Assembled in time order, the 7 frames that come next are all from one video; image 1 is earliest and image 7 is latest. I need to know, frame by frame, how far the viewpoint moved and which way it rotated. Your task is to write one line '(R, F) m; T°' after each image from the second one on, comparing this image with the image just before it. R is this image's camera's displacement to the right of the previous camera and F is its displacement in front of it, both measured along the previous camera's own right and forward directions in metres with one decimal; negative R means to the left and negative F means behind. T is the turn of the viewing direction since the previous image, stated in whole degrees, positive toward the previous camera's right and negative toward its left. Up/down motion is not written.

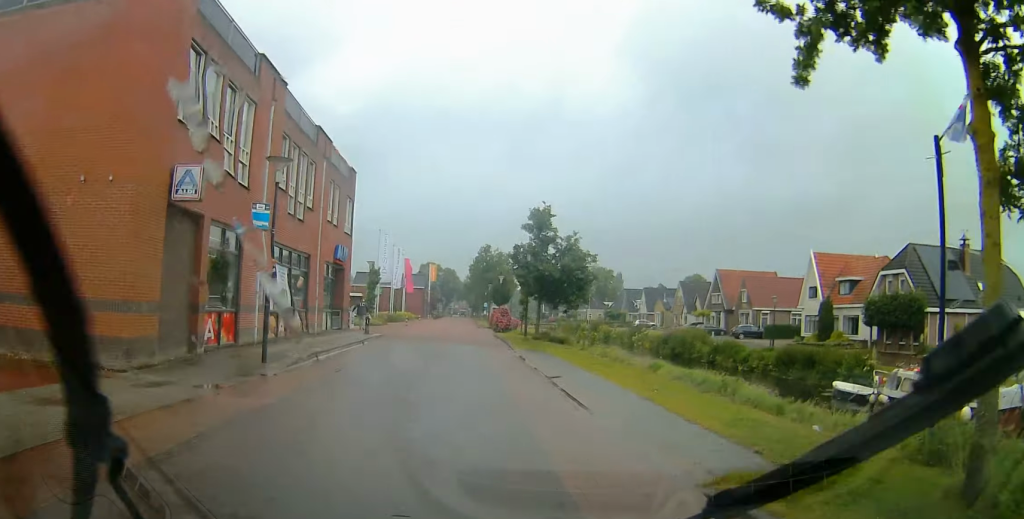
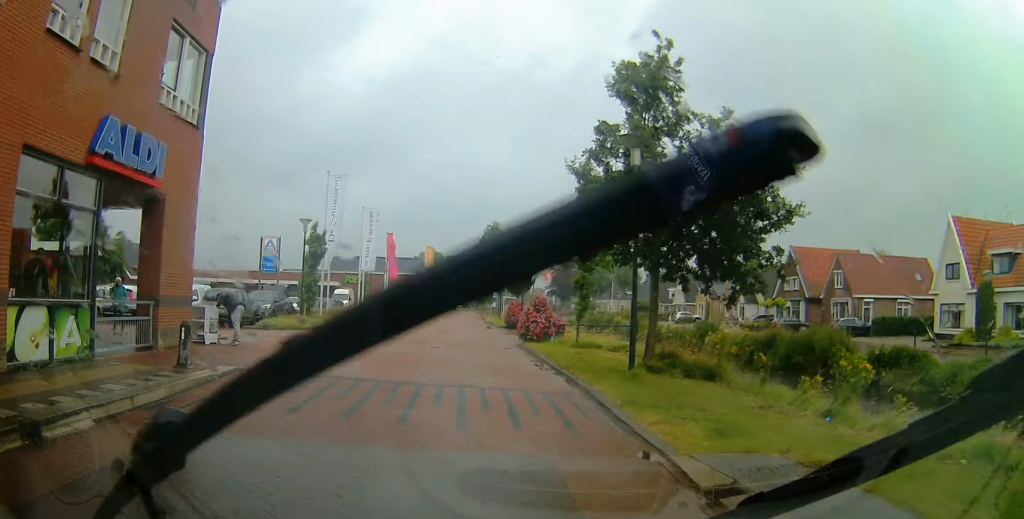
(-0.8, +21.9) m; -3°
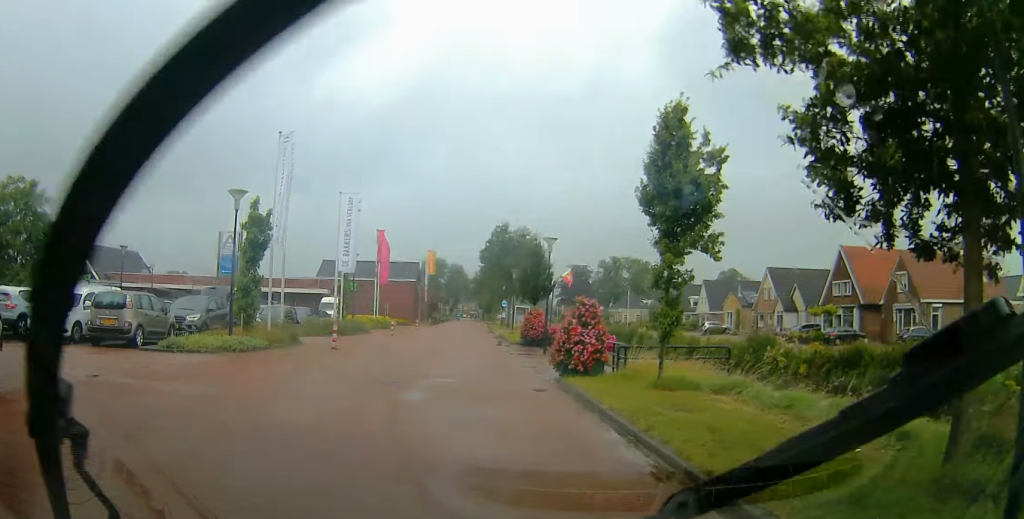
(+0.7, +11.2) m; +8°
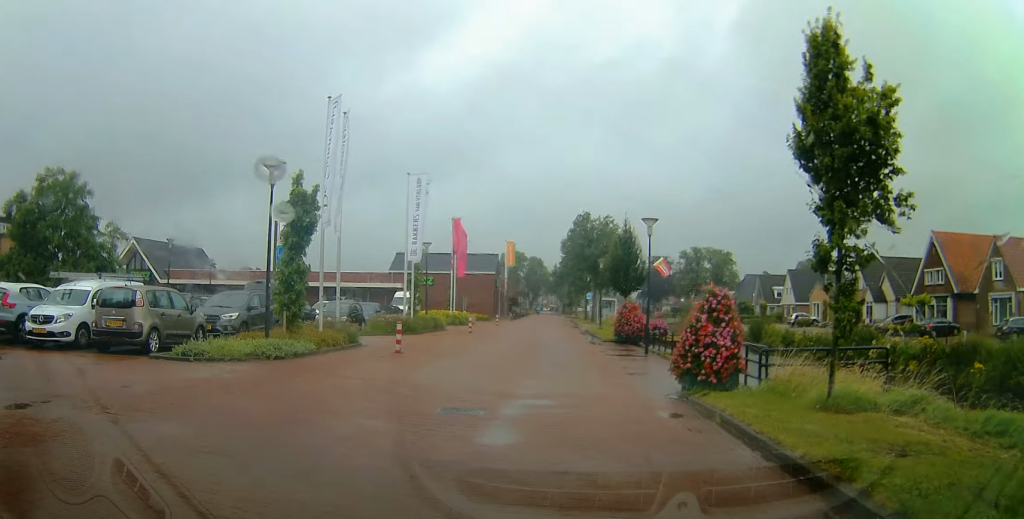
(+0.1, +4.8) m; -10°
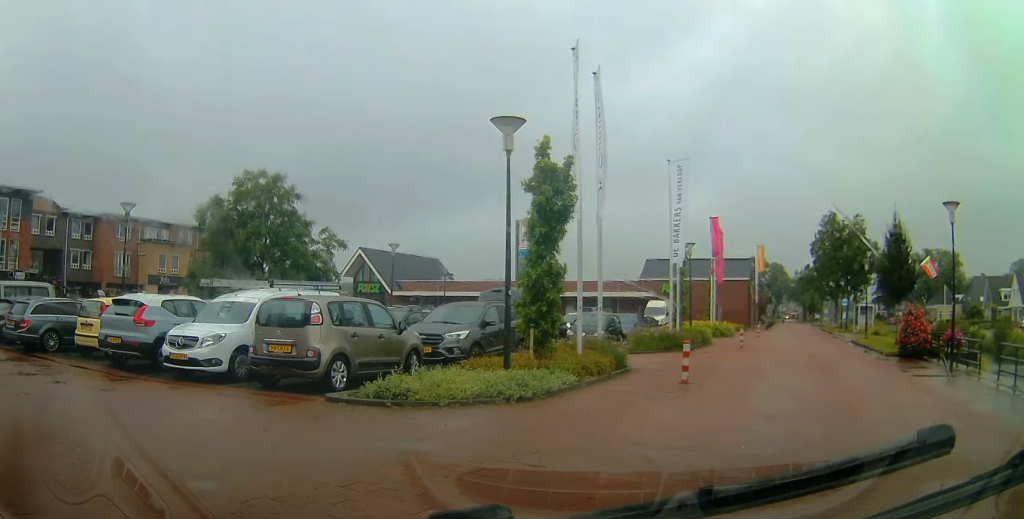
(-1.3, +5.7) m; -23°
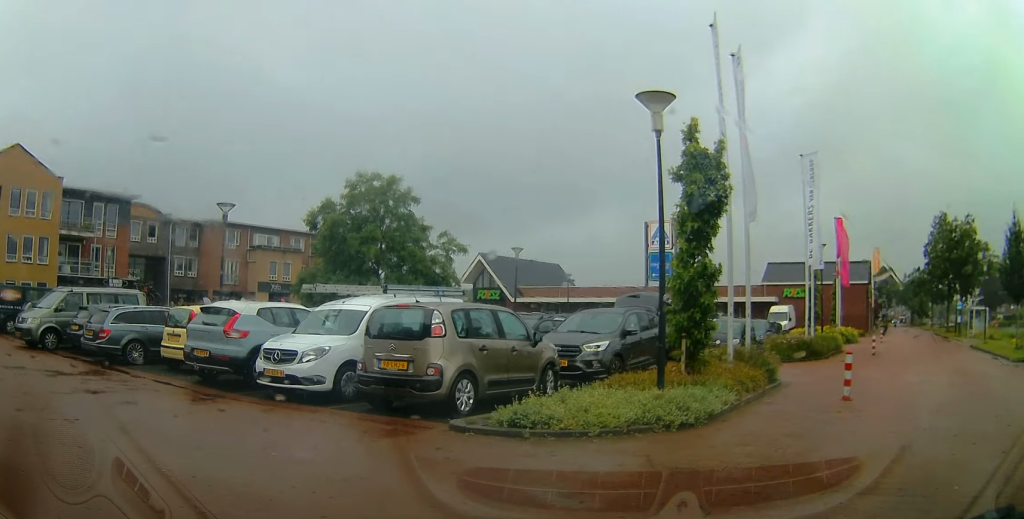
(-0.2, +2.2) m; -11°
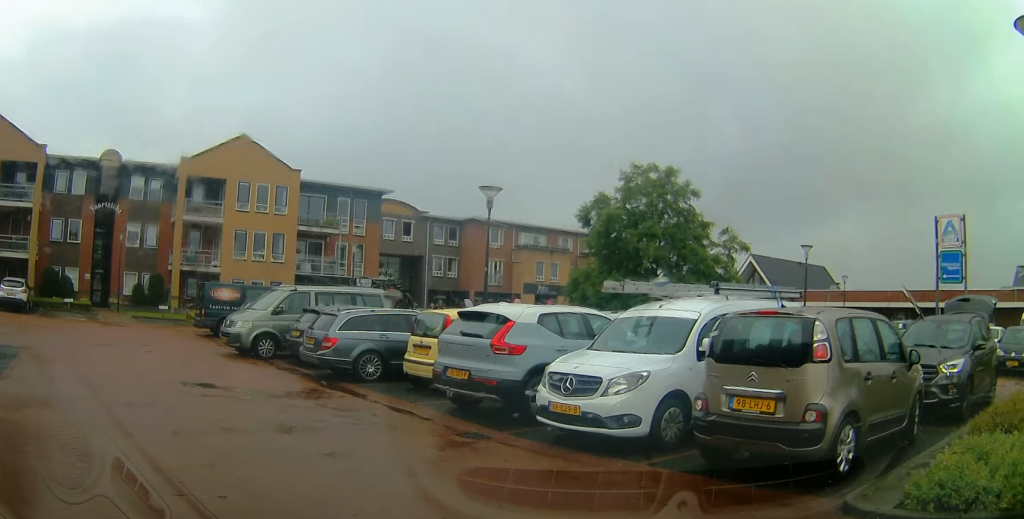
(-0.6, +3.9) m; -27°
